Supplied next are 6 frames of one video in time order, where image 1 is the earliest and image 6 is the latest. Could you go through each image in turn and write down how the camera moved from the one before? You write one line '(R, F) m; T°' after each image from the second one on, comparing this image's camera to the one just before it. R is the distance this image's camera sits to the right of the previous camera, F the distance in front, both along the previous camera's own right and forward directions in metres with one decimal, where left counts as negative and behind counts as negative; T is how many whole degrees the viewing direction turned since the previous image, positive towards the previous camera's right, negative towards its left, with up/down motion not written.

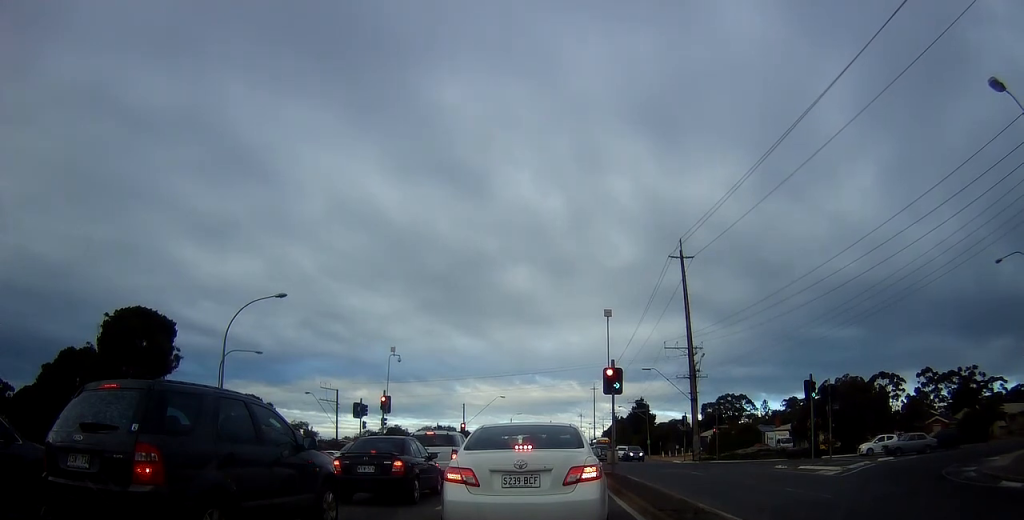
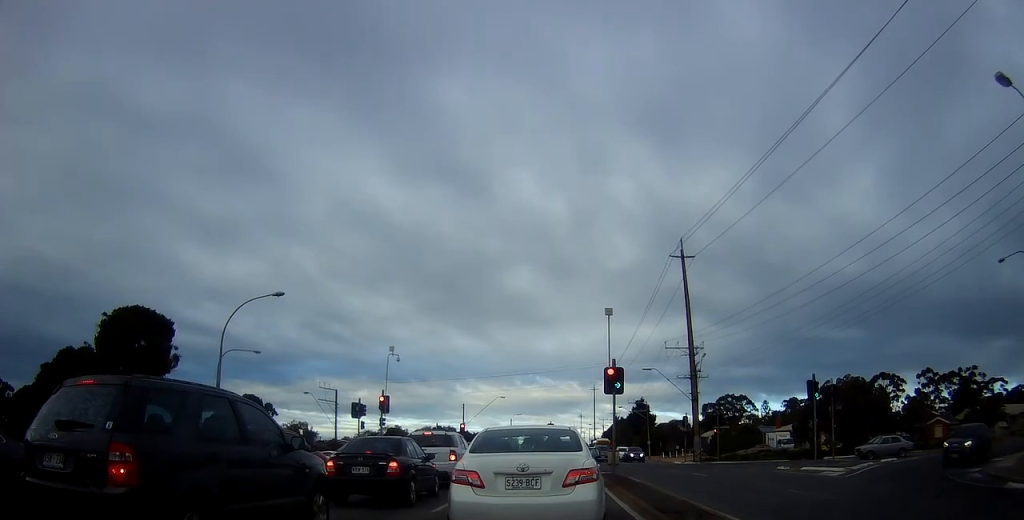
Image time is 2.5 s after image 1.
(0.0, +0.4) m; 0°
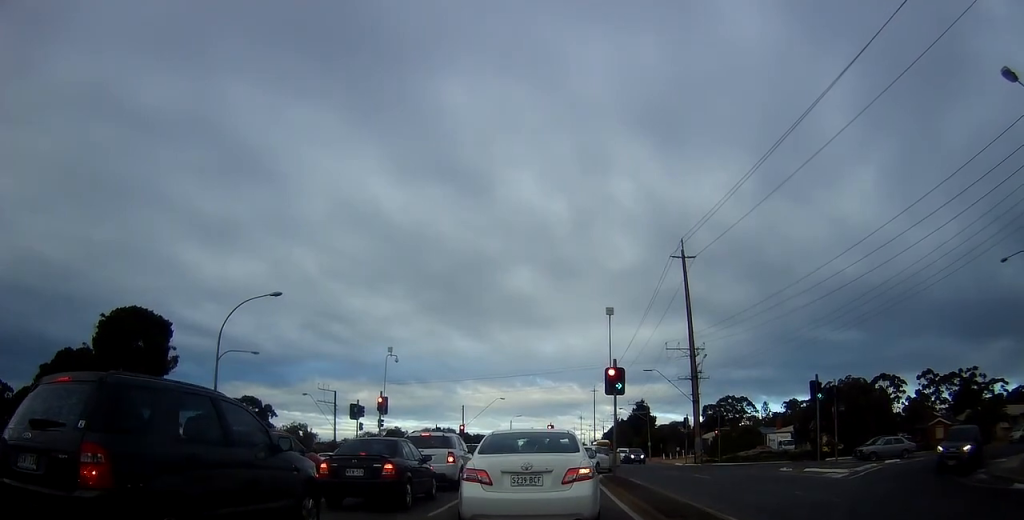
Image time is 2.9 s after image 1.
(0.0, +0.2) m; 0°
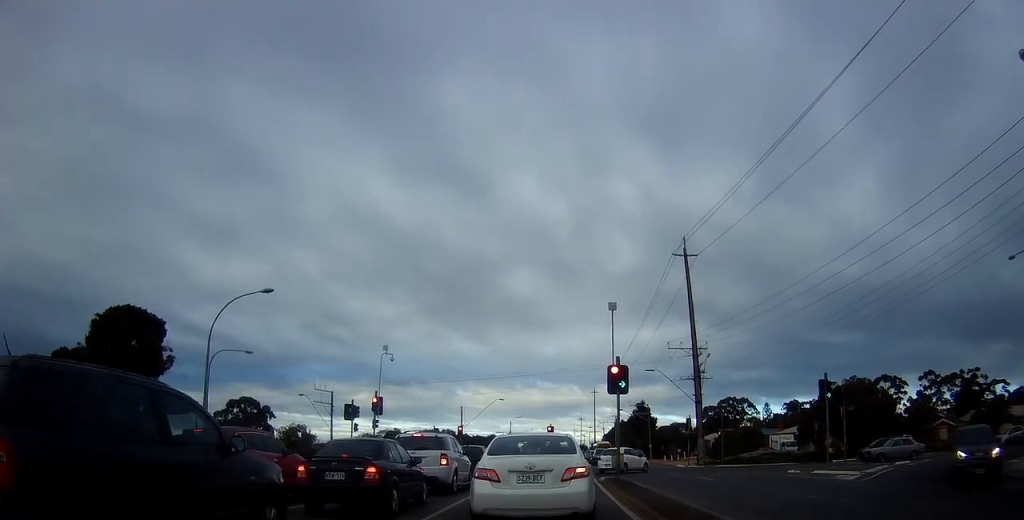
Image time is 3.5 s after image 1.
(0.0, +0.8) m; 0°
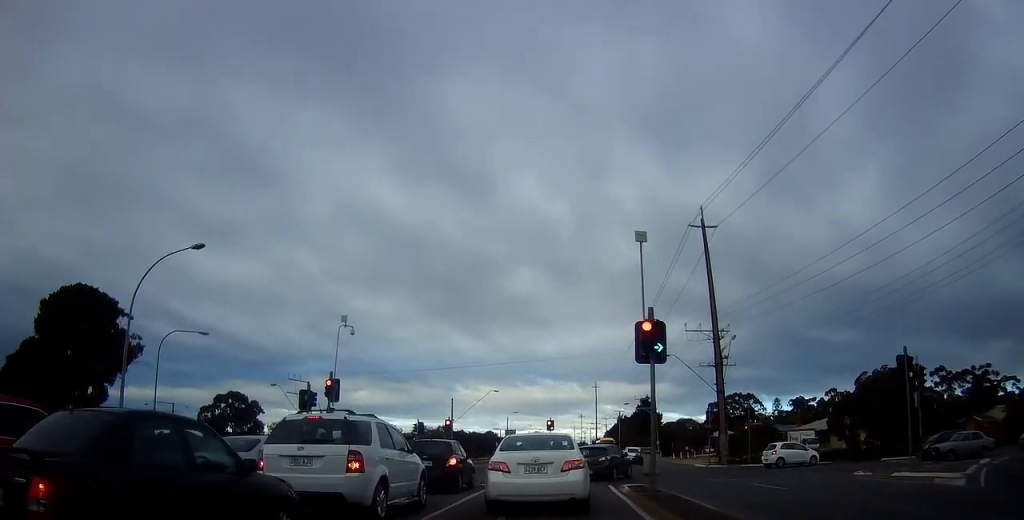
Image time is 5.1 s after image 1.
(0.0, +5.2) m; 0°
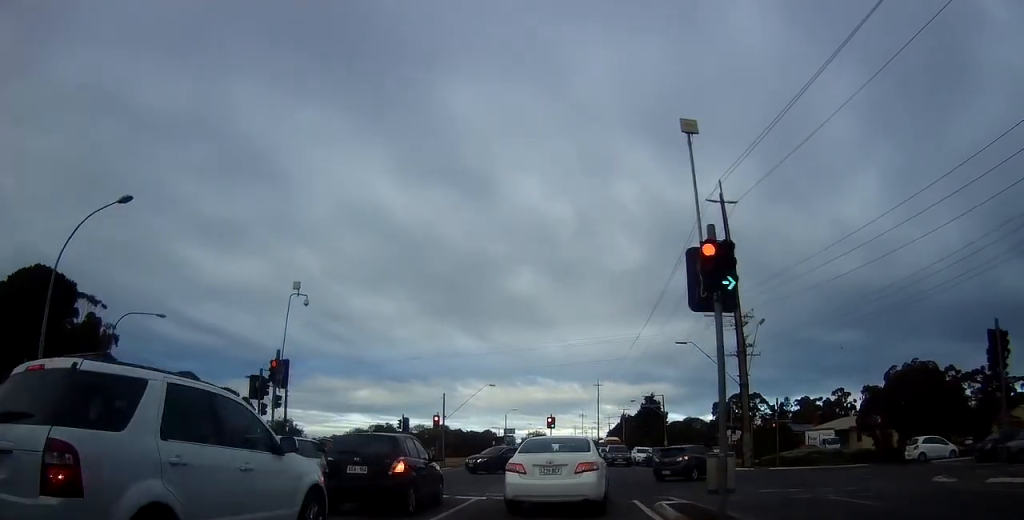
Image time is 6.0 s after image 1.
(0.0, +5.0) m; 0°
